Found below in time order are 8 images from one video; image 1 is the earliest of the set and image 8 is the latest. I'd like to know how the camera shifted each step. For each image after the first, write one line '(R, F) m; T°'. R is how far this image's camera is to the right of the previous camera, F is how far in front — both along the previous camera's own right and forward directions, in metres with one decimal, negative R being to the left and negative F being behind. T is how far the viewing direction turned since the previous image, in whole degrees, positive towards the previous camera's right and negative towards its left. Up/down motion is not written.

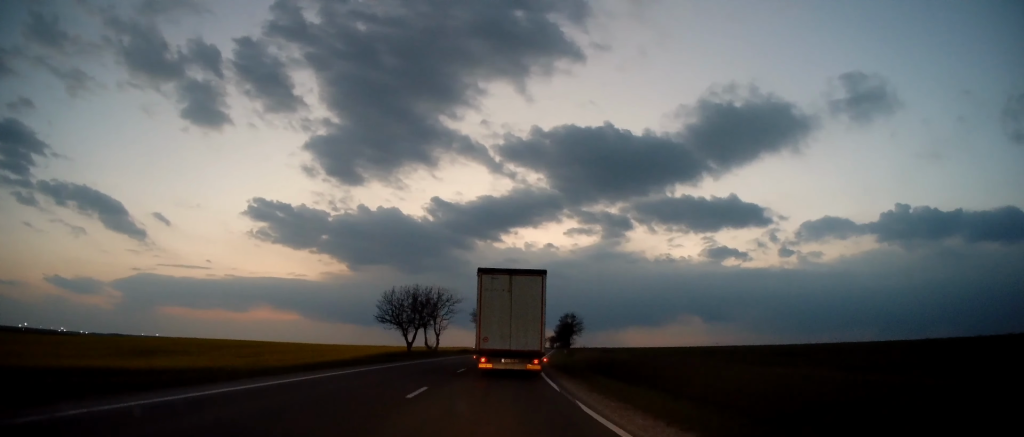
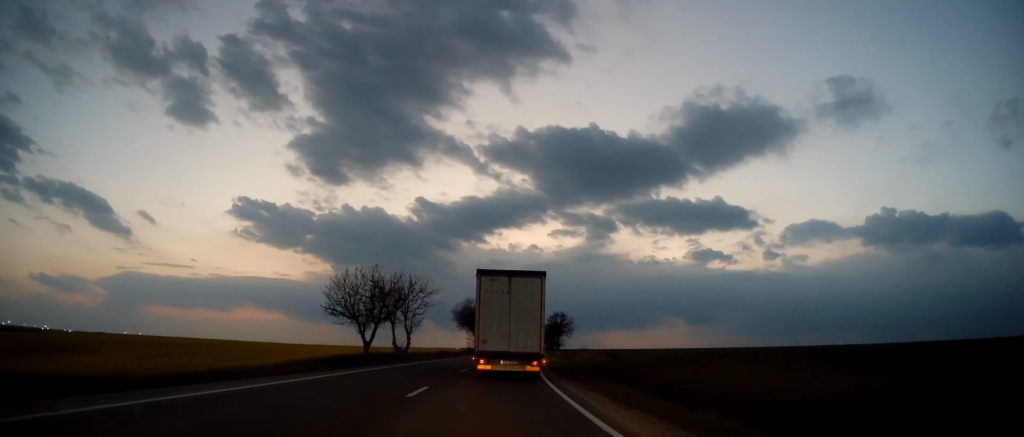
(+0.3, +11.2) m; +1°
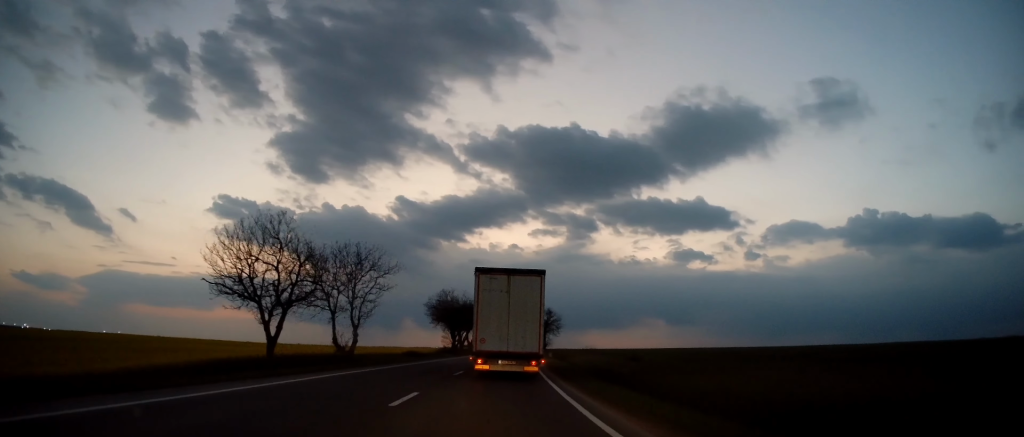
(+0.3, +13.5) m; +2°
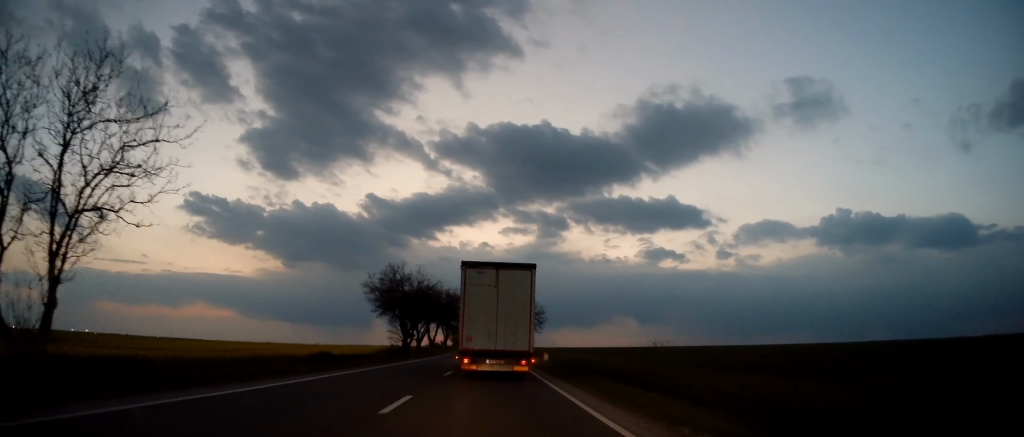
(+0.2, +24.2) m; +2°
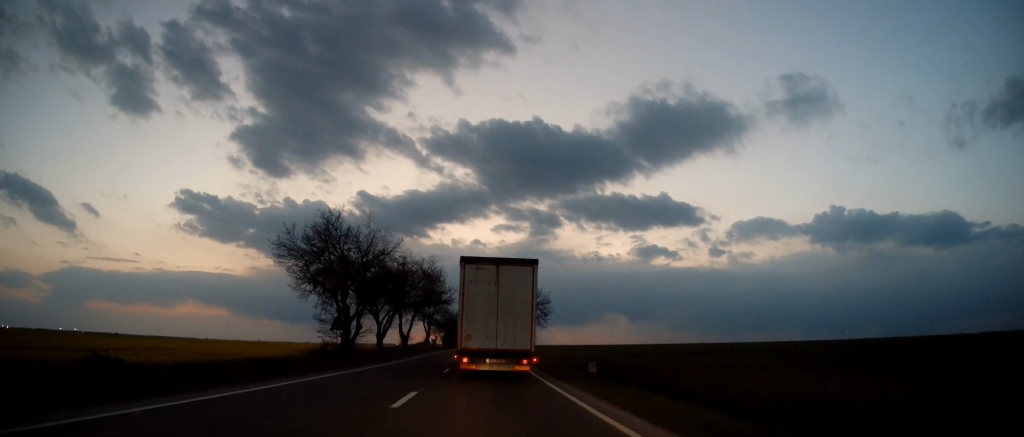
(+0.5, +22.8) m; +3°
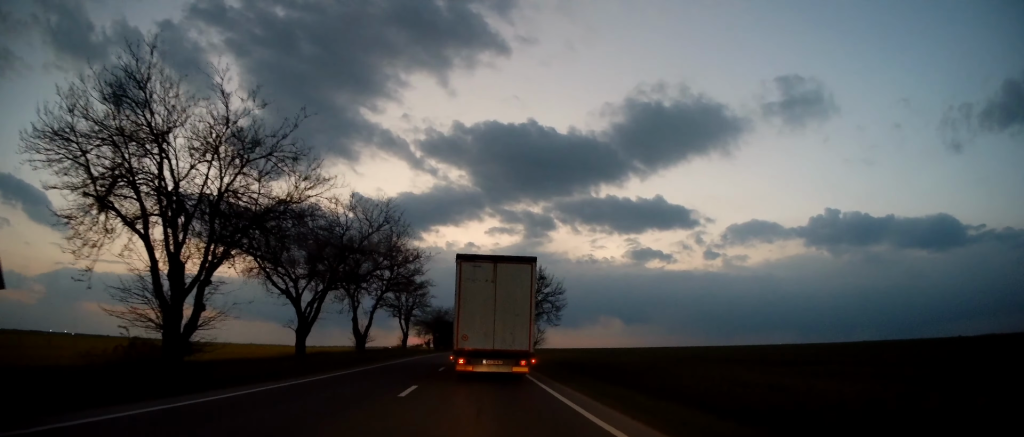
(+0.6, +21.4) m; +2°
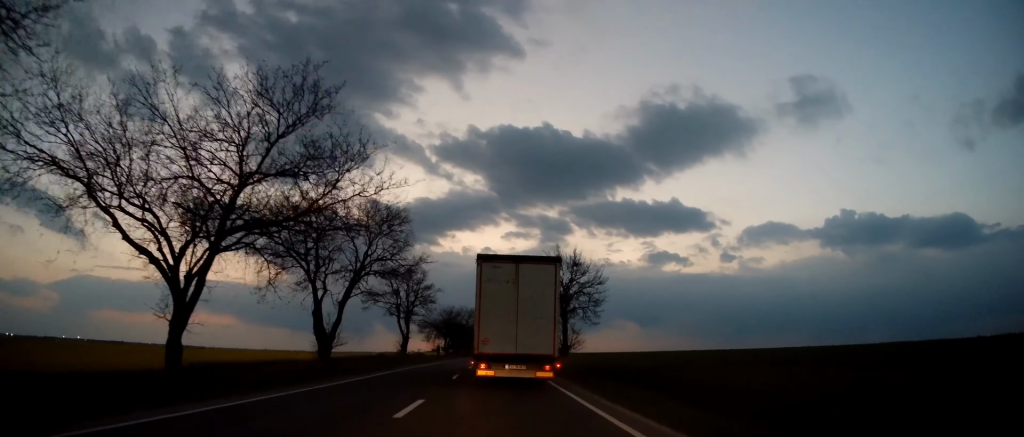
(0.0, +14.6) m; 0°
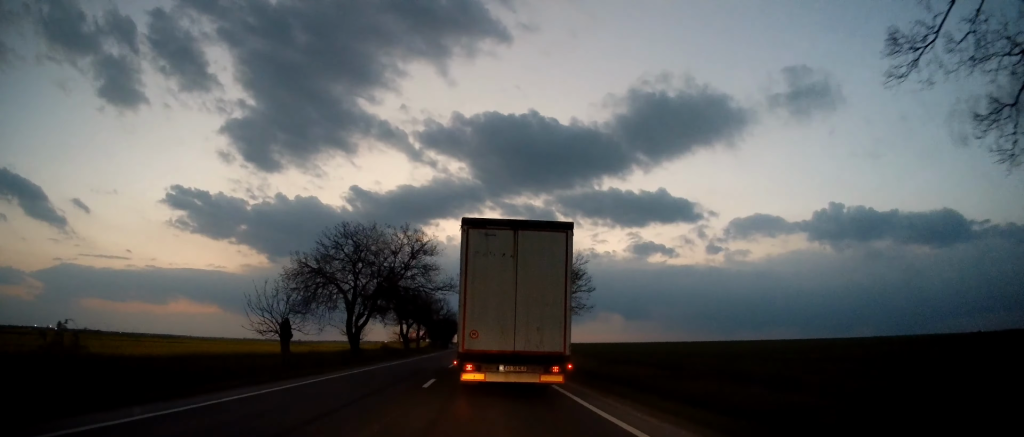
(-0.1, +65.5) m; 0°
